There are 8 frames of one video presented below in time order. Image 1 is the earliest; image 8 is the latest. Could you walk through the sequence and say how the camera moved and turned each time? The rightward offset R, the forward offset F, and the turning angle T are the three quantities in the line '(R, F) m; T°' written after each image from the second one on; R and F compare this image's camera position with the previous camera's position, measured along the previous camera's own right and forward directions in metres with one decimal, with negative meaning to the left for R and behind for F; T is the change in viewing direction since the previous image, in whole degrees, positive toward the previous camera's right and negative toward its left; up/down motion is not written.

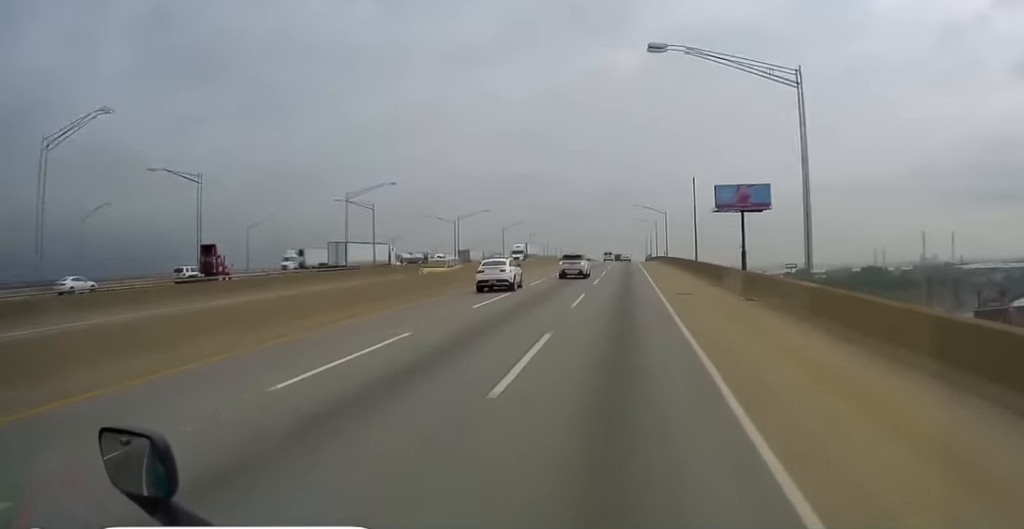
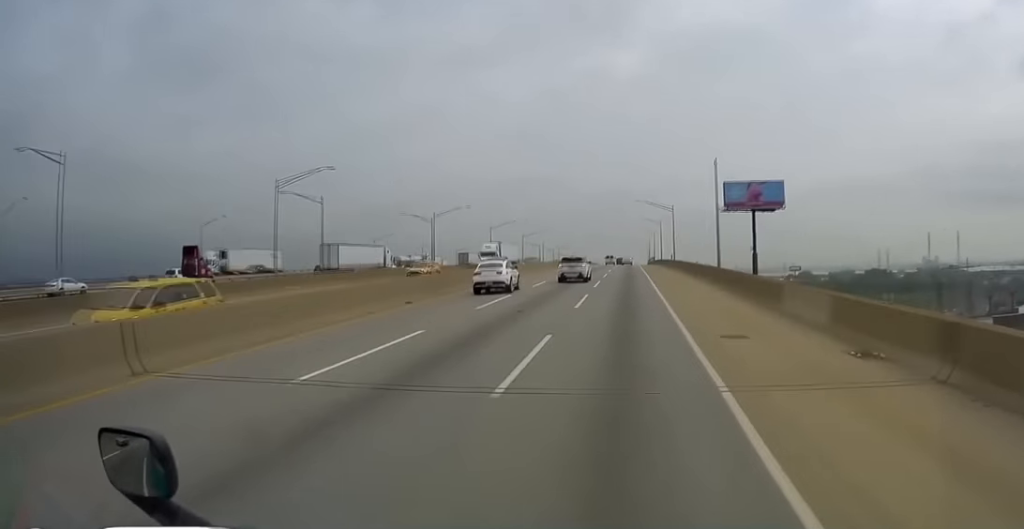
(+0.2, +14.8) m; 0°
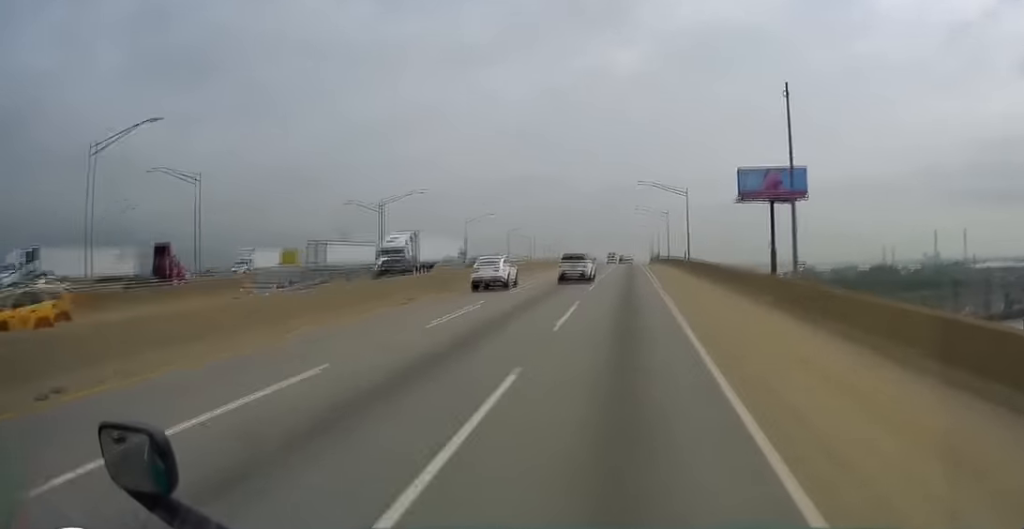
(0.0, +21.7) m; 0°
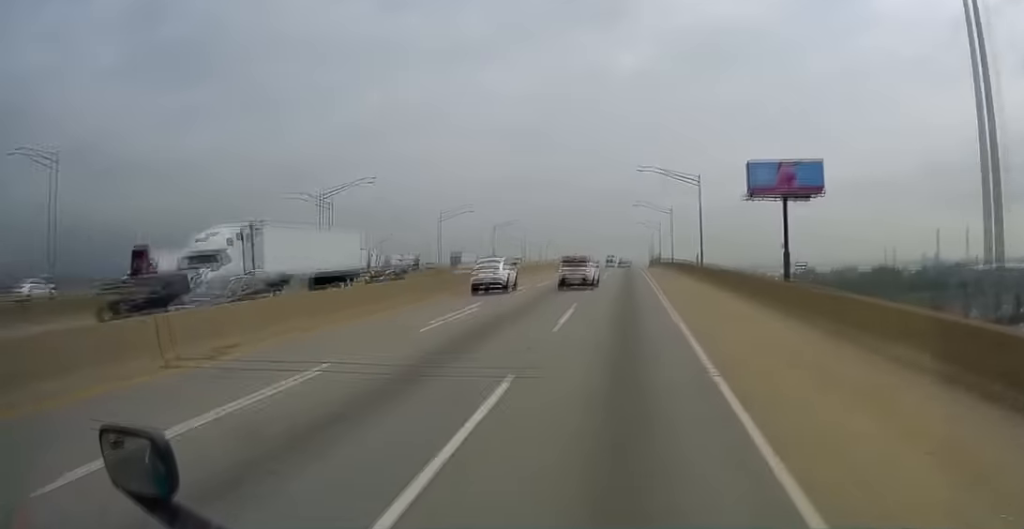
(-0.1, +14.7) m; 0°
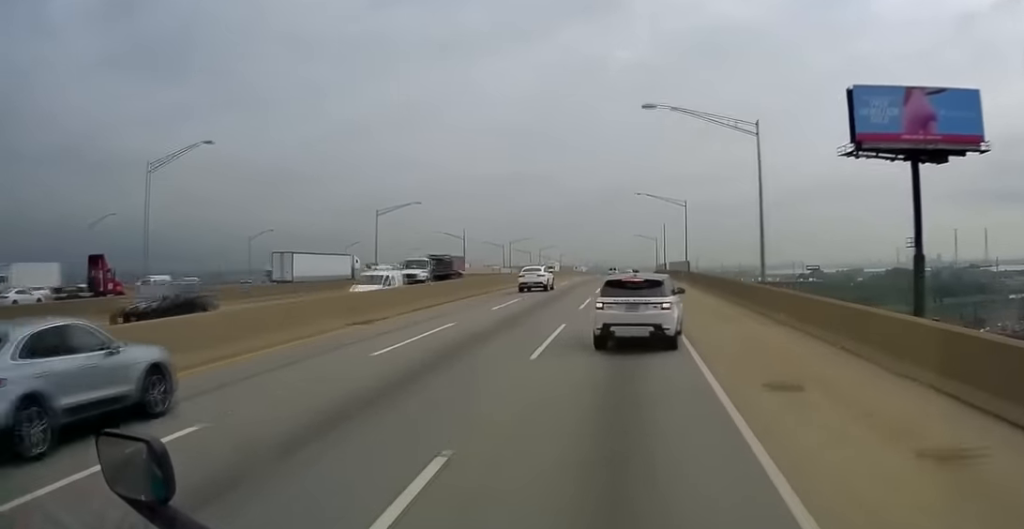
(+1.2, +69.9) m; +1°
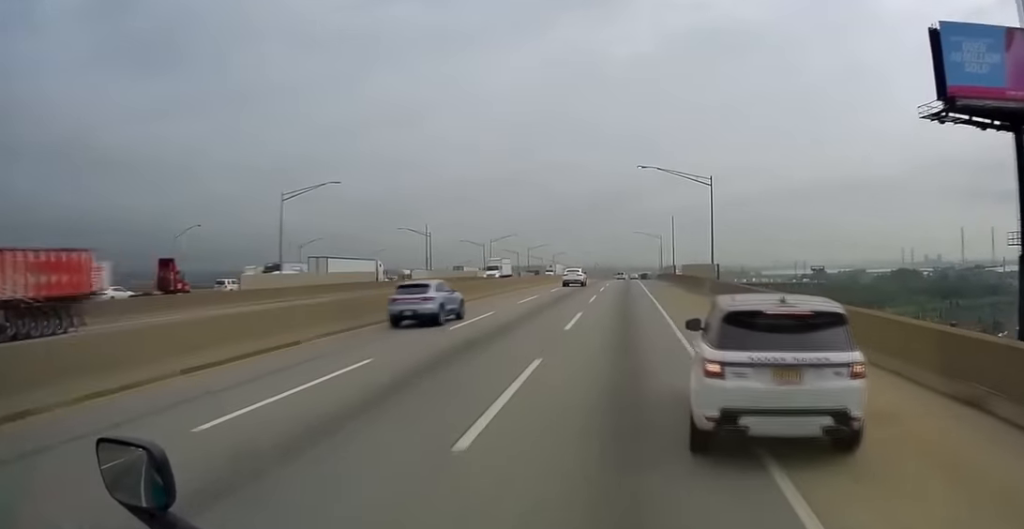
(-0.1, +29.2) m; -1°
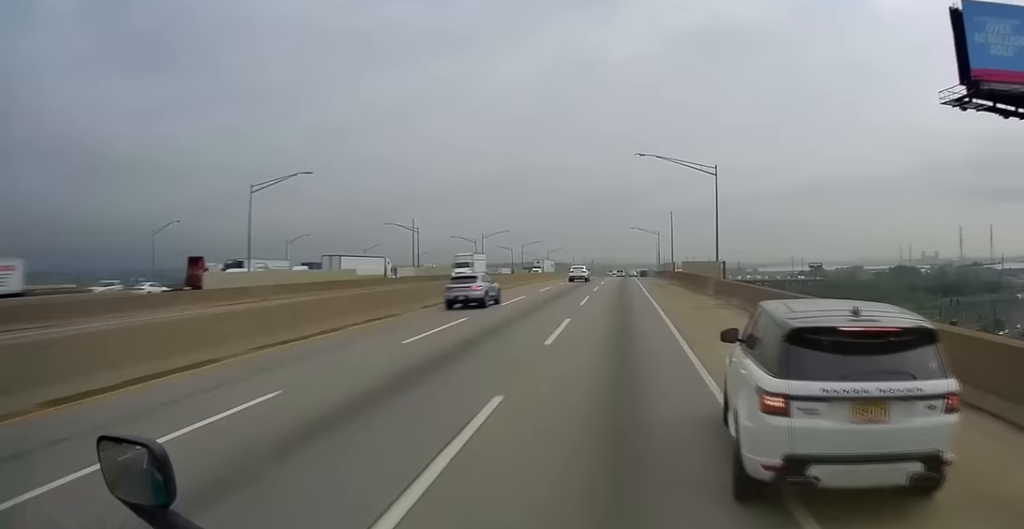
(-0.2, +6.6) m; +1°
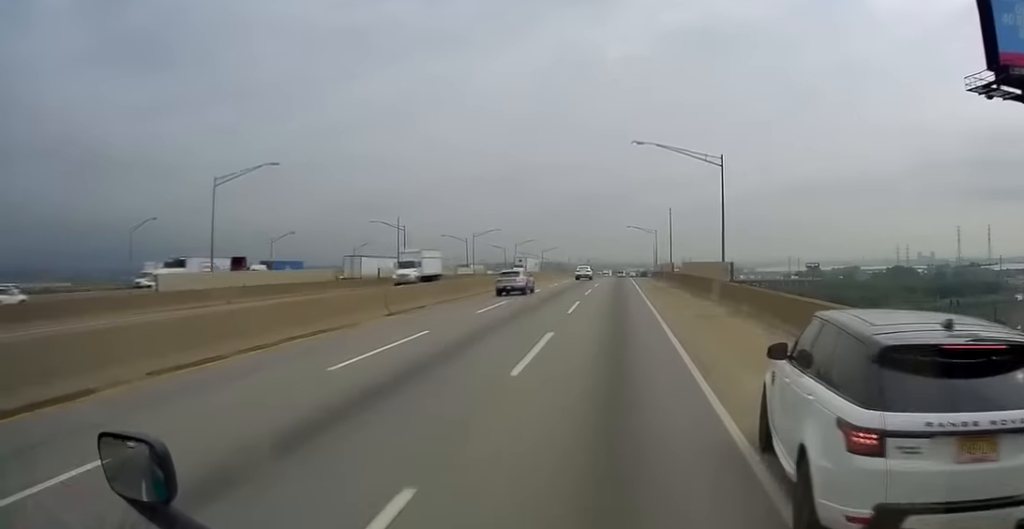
(0.0, +7.8) m; +1°
